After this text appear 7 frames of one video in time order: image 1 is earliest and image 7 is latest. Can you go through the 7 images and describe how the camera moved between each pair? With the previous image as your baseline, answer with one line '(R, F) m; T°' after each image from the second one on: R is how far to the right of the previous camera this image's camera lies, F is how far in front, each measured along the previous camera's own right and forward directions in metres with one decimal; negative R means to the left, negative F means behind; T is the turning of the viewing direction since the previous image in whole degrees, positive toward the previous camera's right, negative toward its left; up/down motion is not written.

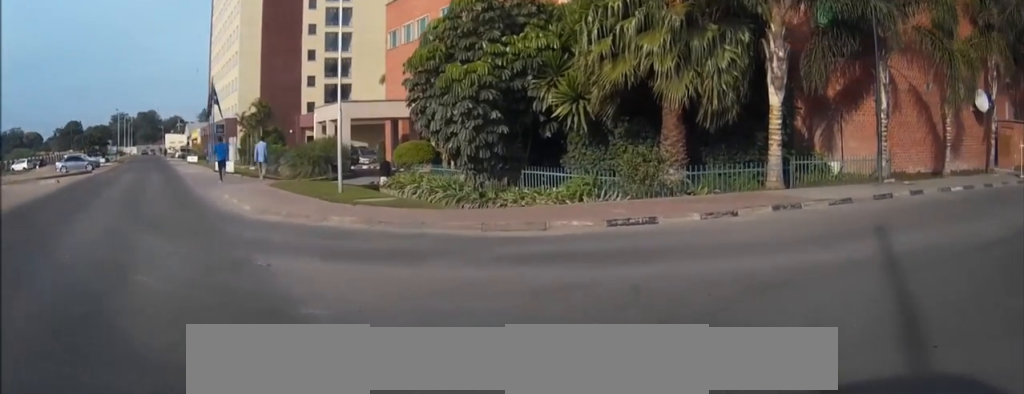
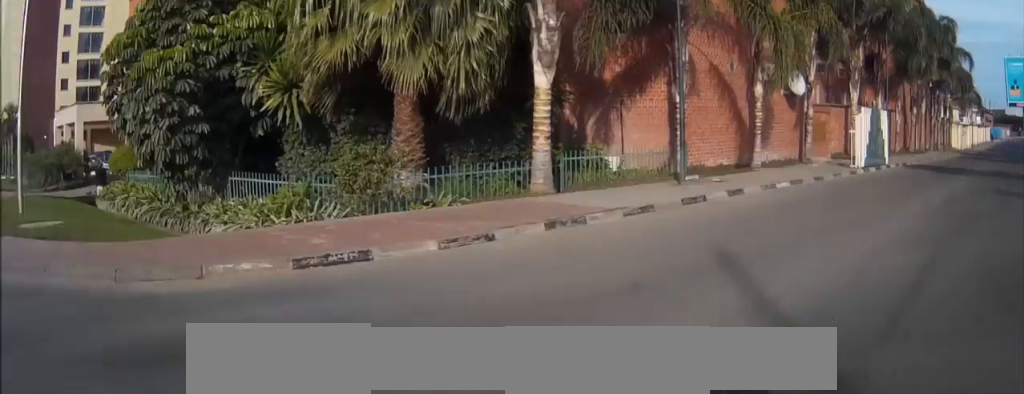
(+0.6, +3.7) m; +19°
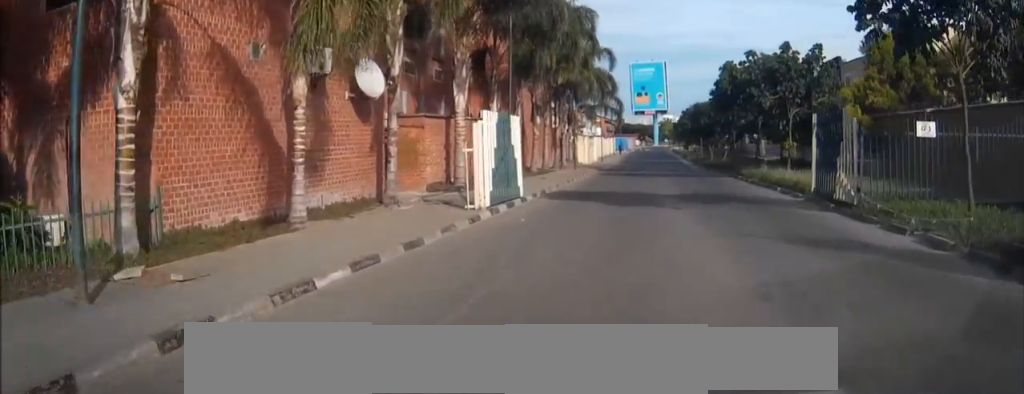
(+2.9, +7.8) m; +32°
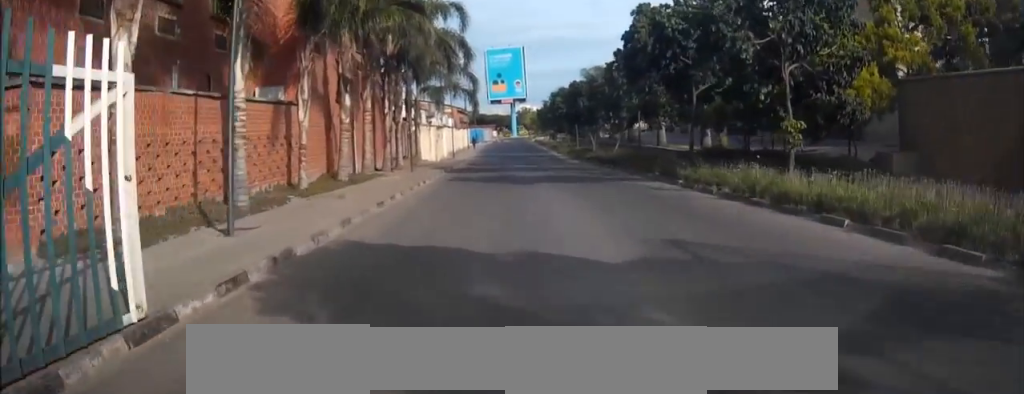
(+1.7, +12.4) m; +11°
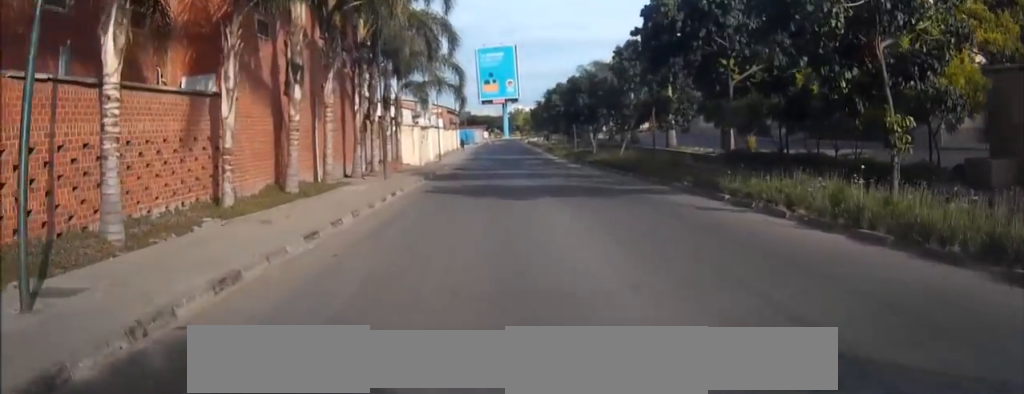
(+0.1, +4.8) m; +1°
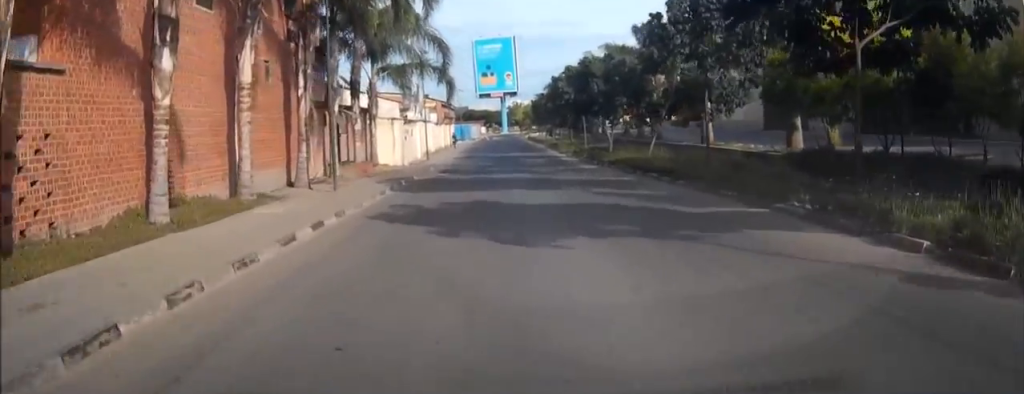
(0.0, +7.9) m; -1°
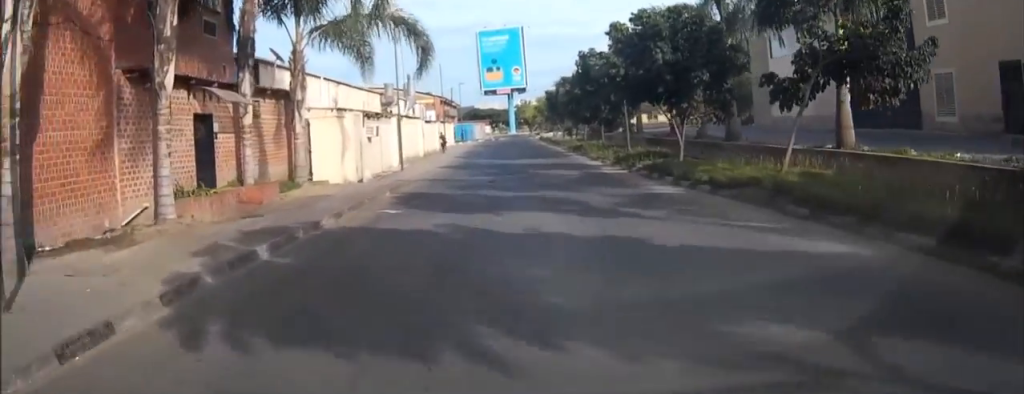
(-0.2, +14.4) m; -1°
